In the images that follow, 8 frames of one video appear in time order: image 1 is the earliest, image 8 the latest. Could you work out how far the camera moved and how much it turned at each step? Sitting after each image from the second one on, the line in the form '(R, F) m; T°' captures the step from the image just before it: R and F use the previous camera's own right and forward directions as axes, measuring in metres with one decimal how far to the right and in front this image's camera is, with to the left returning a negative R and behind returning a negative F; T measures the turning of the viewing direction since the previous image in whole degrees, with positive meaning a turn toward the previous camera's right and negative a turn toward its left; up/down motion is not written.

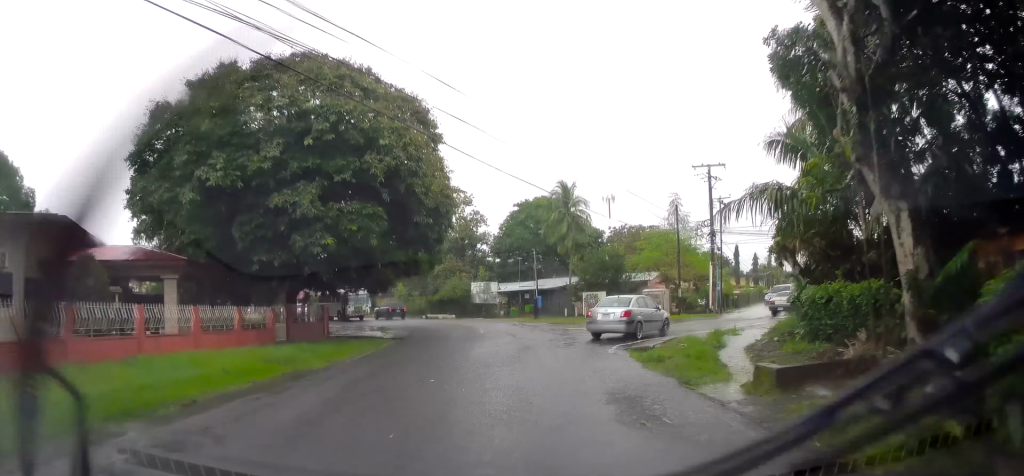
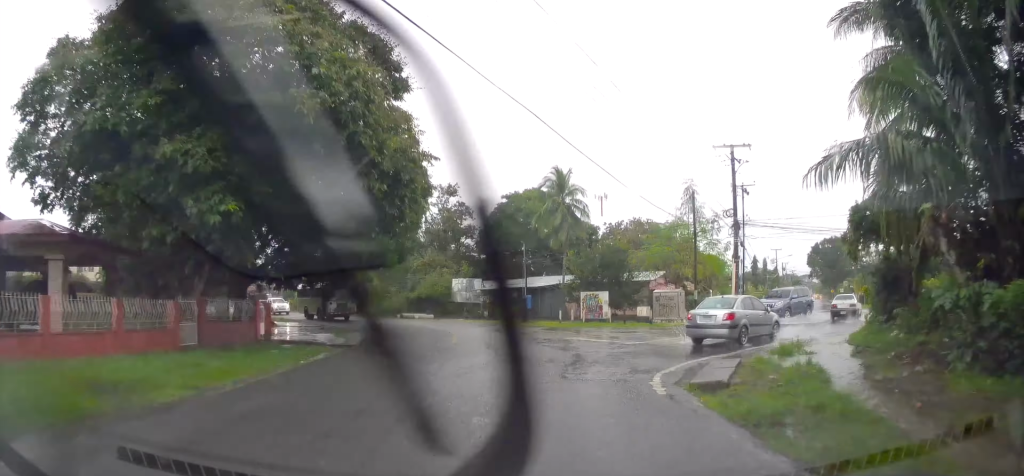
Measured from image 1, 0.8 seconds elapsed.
(0.0, +5.6) m; +1°
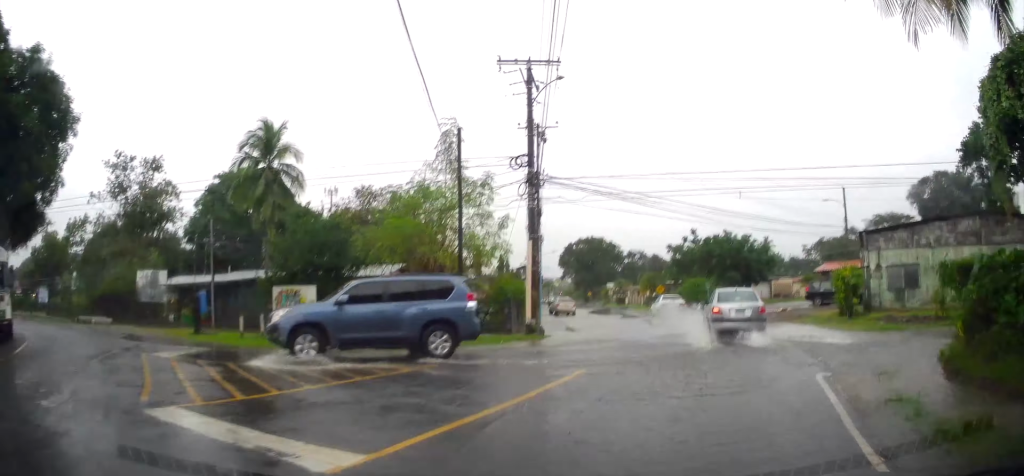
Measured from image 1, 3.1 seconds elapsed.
(0.0, +14.6) m; +8°
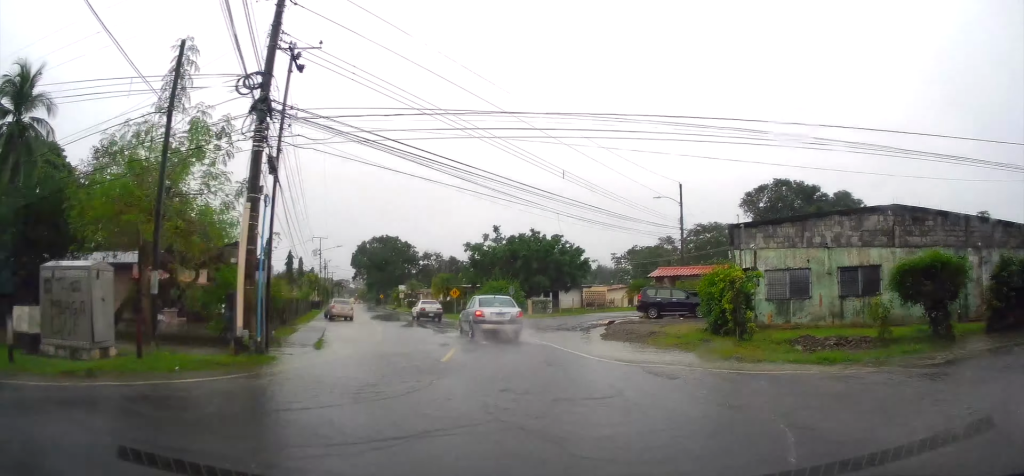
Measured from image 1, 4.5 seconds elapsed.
(+0.2, +8.6) m; +13°
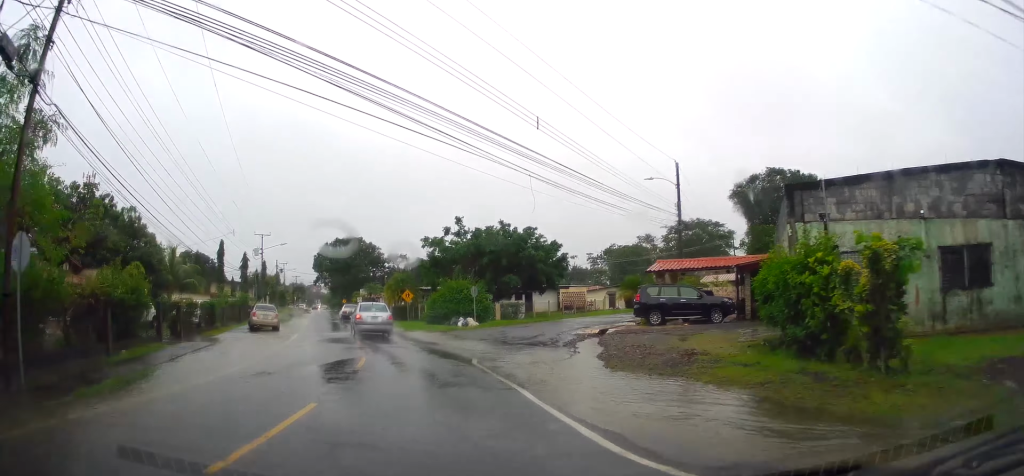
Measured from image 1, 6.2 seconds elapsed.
(+2.1, +9.4) m; +14°
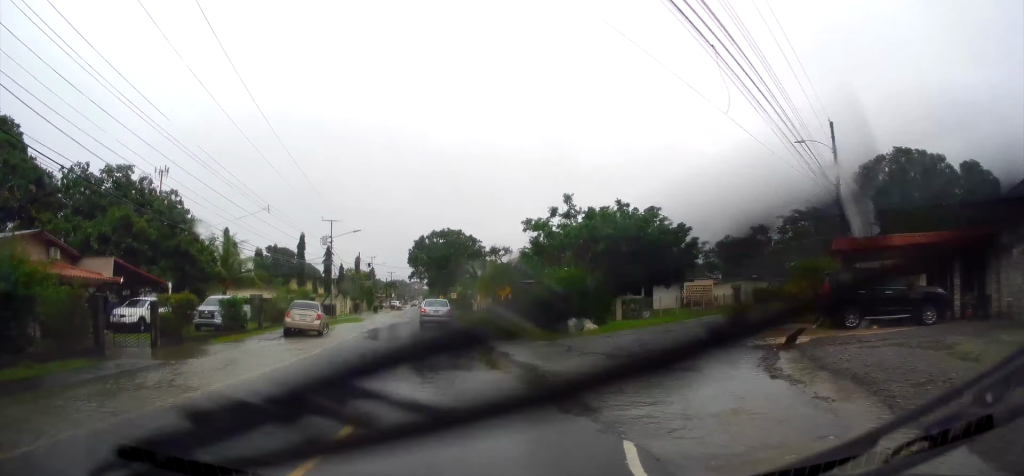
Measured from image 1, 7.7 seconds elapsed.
(+0.6, +9.1) m; -2°
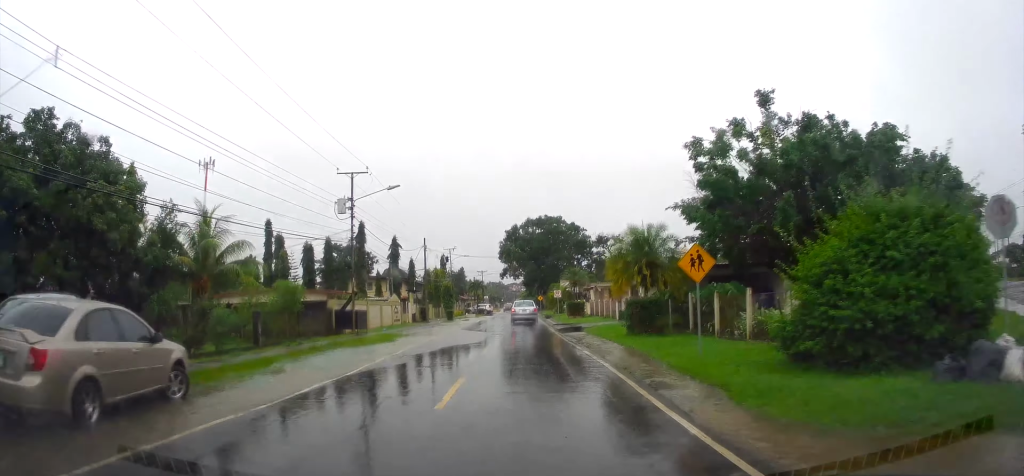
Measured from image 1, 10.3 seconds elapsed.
(-1.5, +17.2) m; -11°
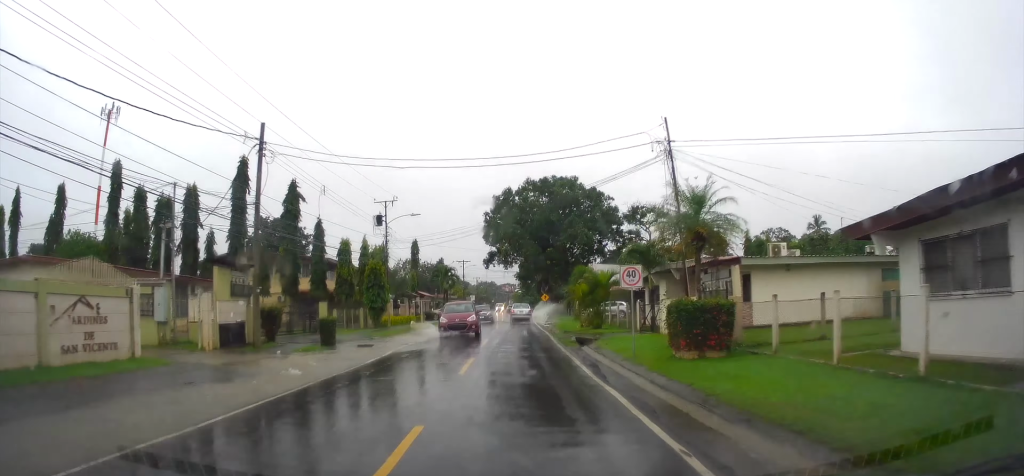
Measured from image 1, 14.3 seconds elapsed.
(-0.5, +32.6) m; +3°
